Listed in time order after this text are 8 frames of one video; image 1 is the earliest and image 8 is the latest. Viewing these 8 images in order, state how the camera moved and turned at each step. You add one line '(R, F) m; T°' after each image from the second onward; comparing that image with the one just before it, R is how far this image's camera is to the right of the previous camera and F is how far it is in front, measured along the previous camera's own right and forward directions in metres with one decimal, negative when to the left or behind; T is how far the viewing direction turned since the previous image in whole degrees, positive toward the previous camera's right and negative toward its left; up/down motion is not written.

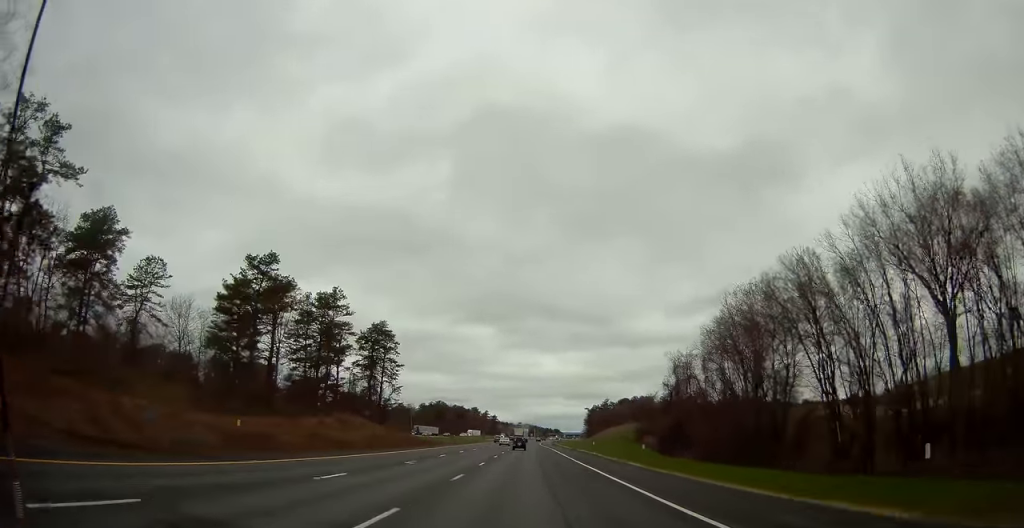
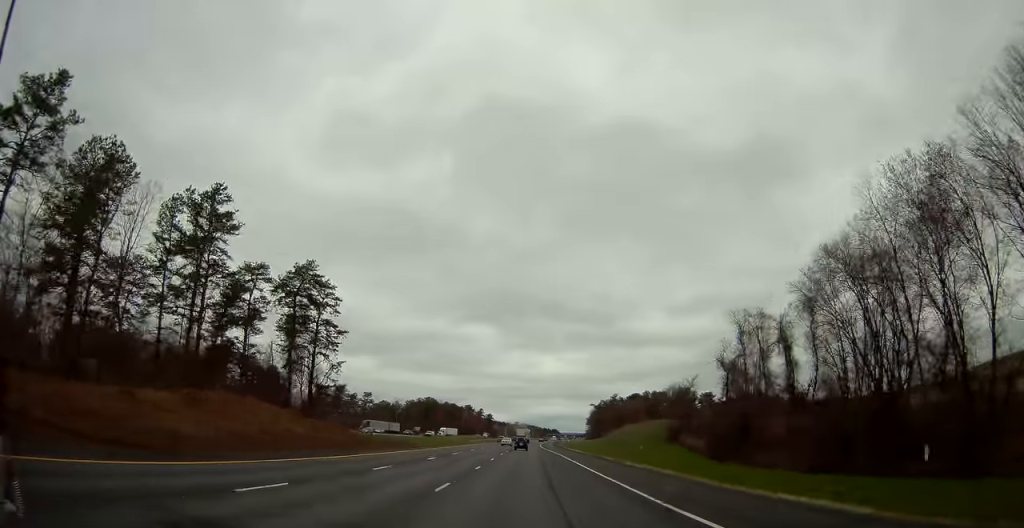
(+0.1, +30.2) m; 0°
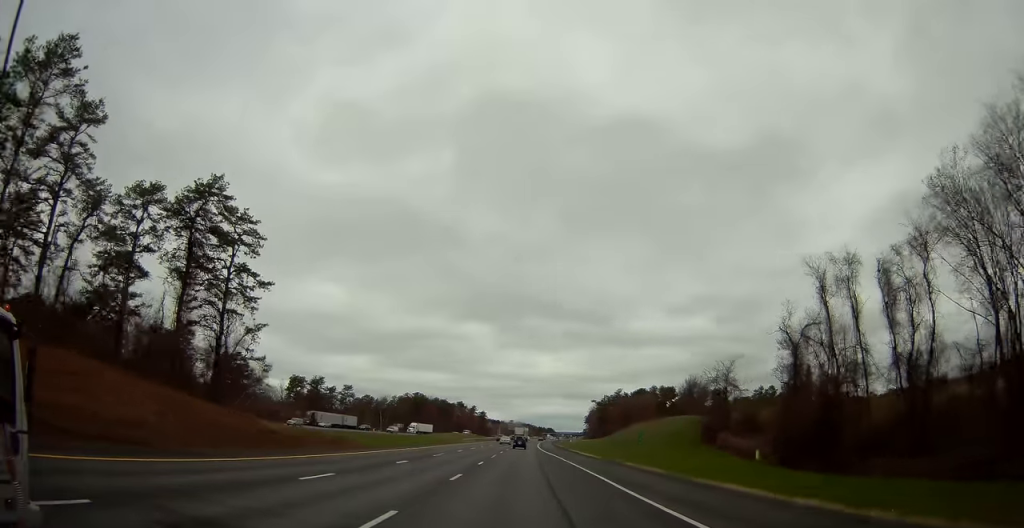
(0.0, +20.5) m; 0°
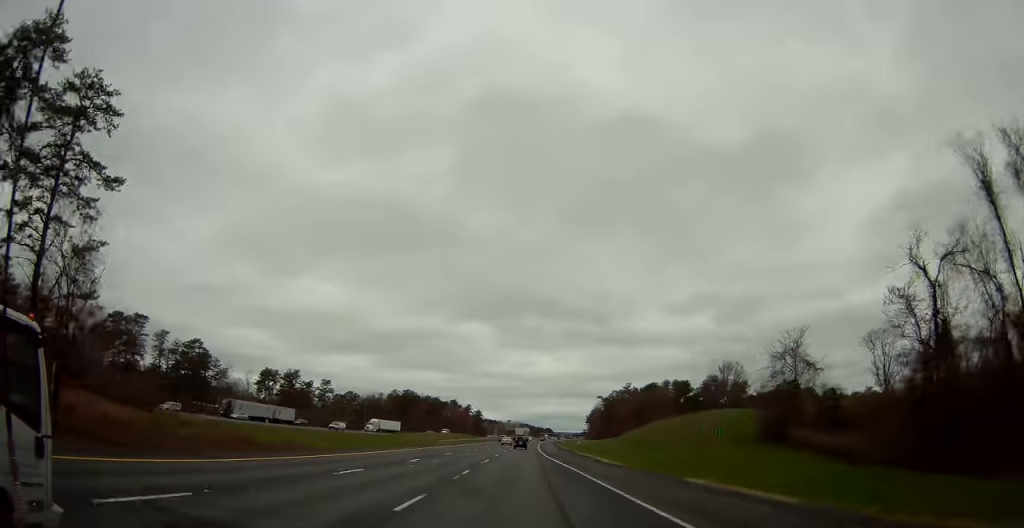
(-0.1, +21.5) m; 0°
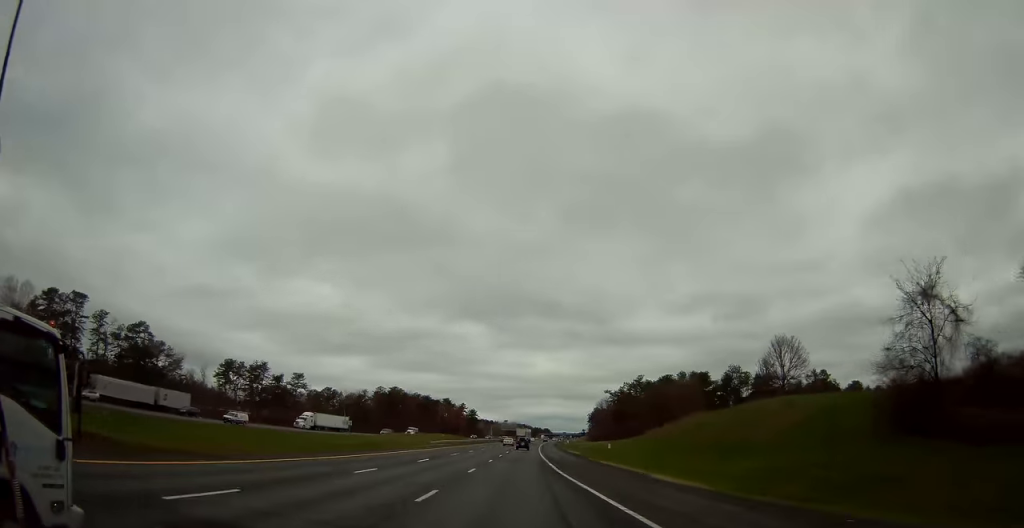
(+0.1, +22.4) m; 0°
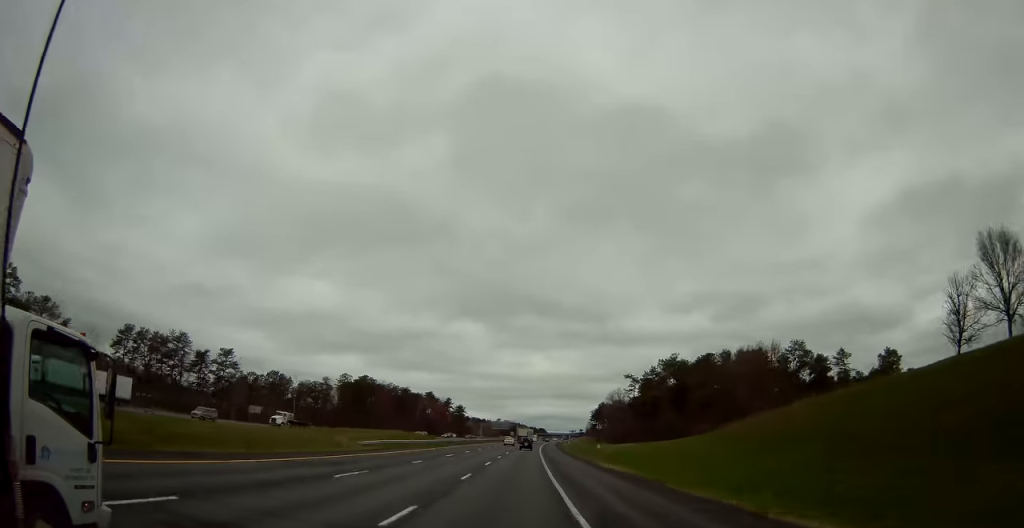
(+0.2, +41.0) m; +1°
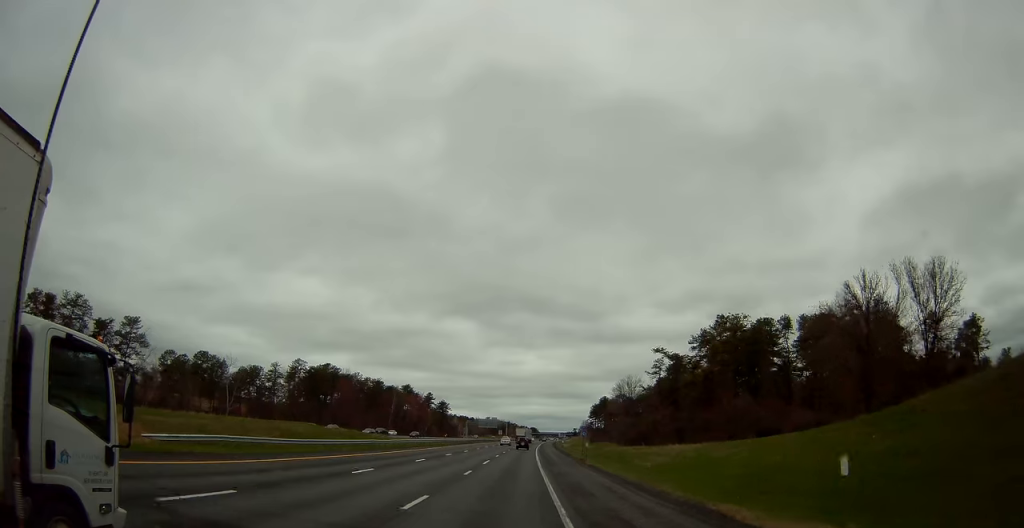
(+0.4, +34.3) m; +1°
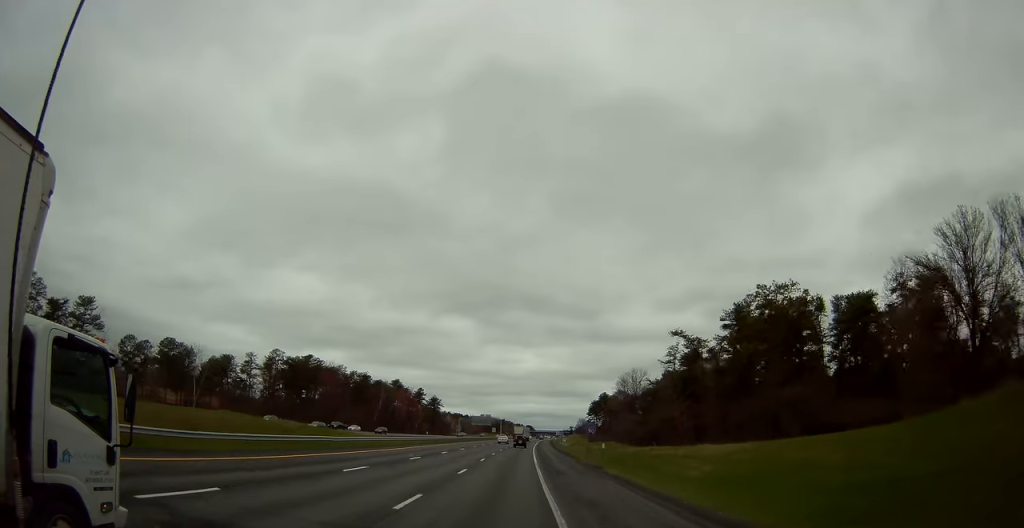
(+0.1, +12.7) m; 0°
